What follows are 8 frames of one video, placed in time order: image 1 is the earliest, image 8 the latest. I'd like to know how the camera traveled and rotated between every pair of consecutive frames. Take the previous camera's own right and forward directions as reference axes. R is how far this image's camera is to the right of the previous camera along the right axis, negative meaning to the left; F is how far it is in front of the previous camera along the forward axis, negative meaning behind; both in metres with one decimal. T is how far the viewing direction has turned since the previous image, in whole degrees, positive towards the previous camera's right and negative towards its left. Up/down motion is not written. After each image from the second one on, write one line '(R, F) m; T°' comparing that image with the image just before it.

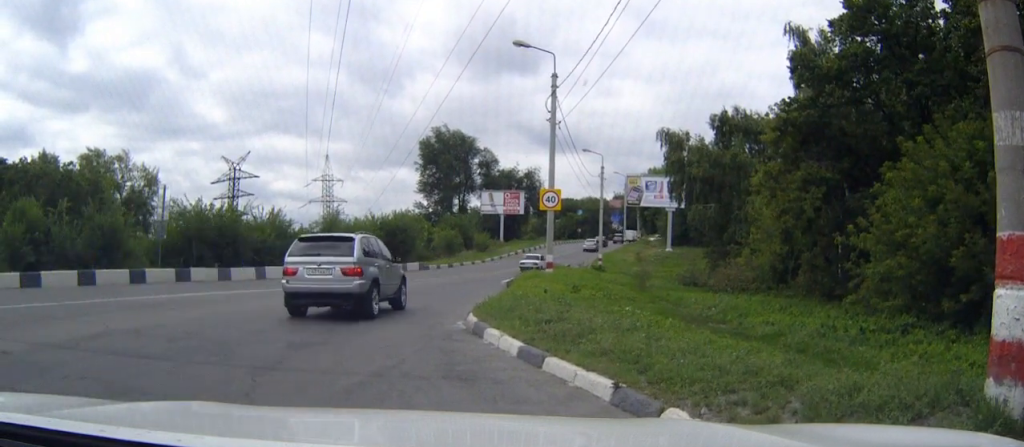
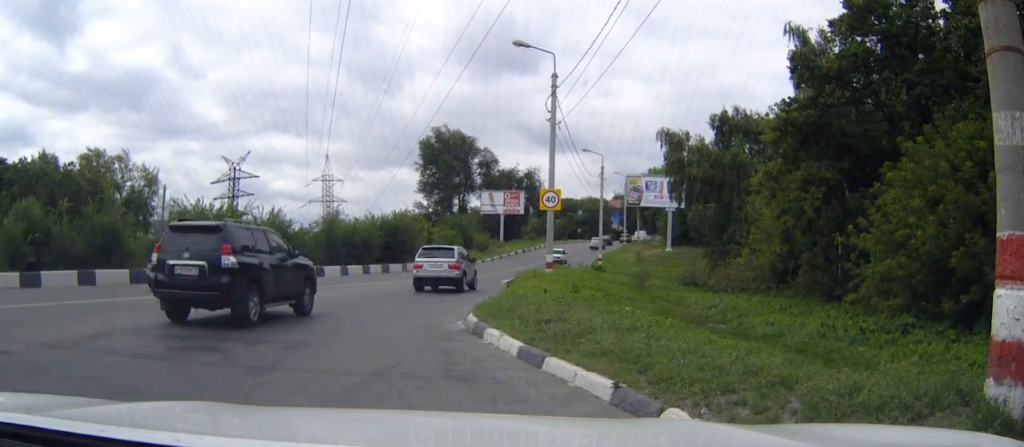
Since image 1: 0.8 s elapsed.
(0.0, 0.0) m; 0°
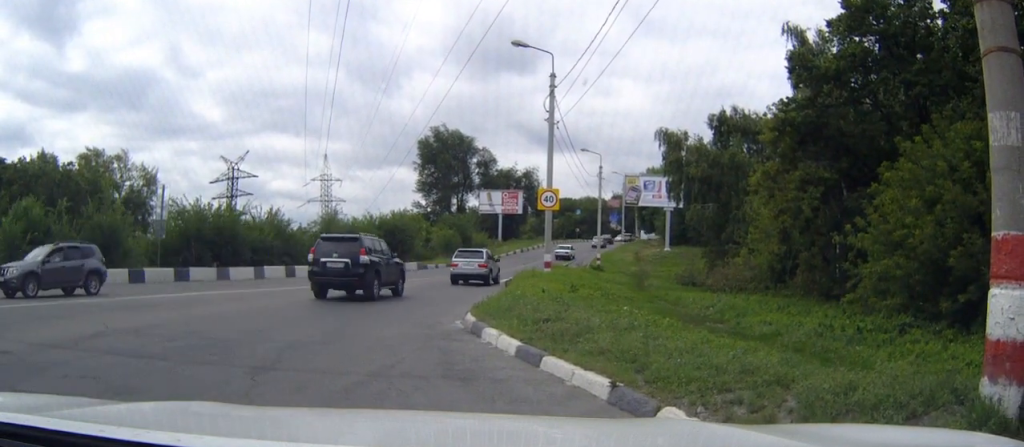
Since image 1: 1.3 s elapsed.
(0.0, 0.0) m; 0°
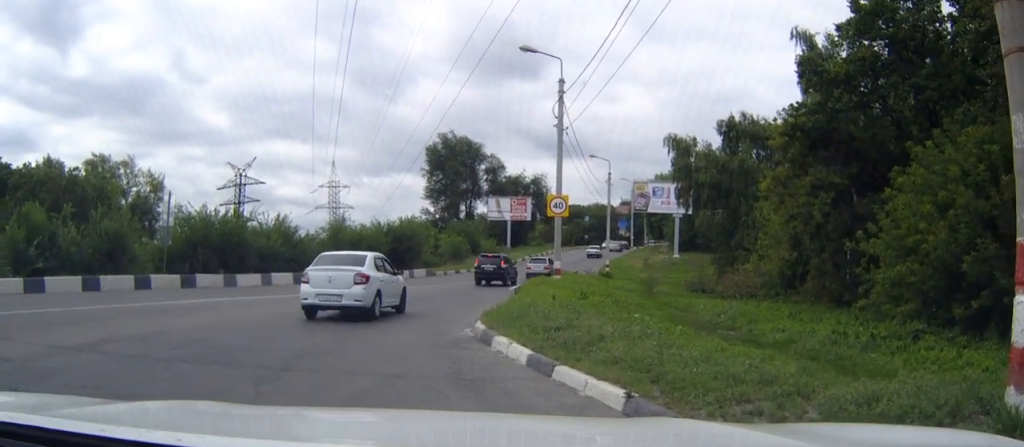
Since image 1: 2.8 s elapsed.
(0.0, 0.0) m; 0°
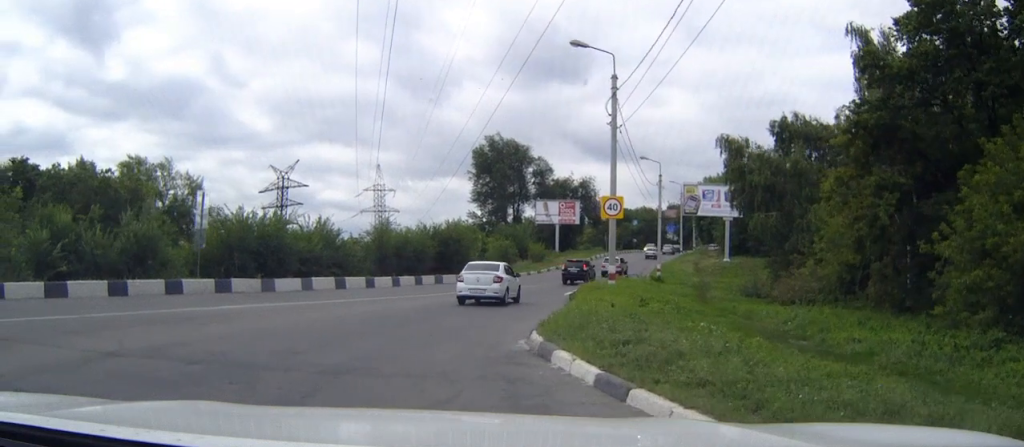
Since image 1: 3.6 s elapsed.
(-0.1, +0.5) m; -7°
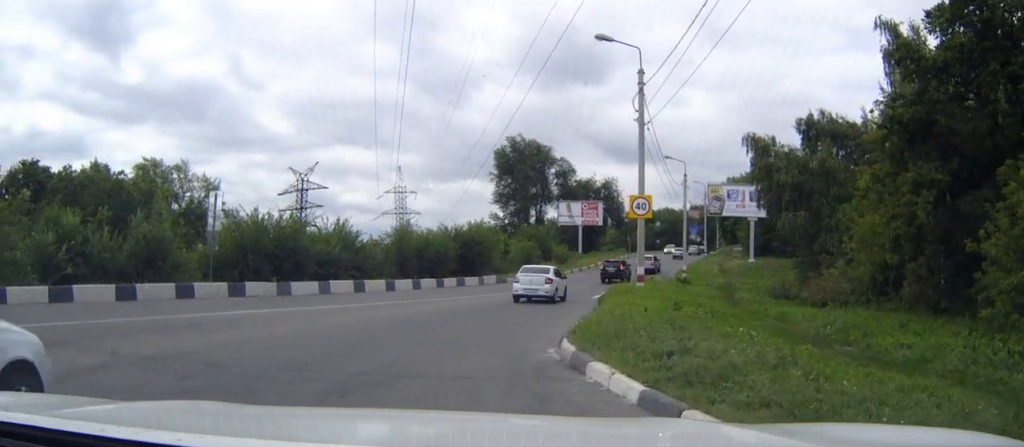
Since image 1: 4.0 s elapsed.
(-0.1, +0.5) m; -6°
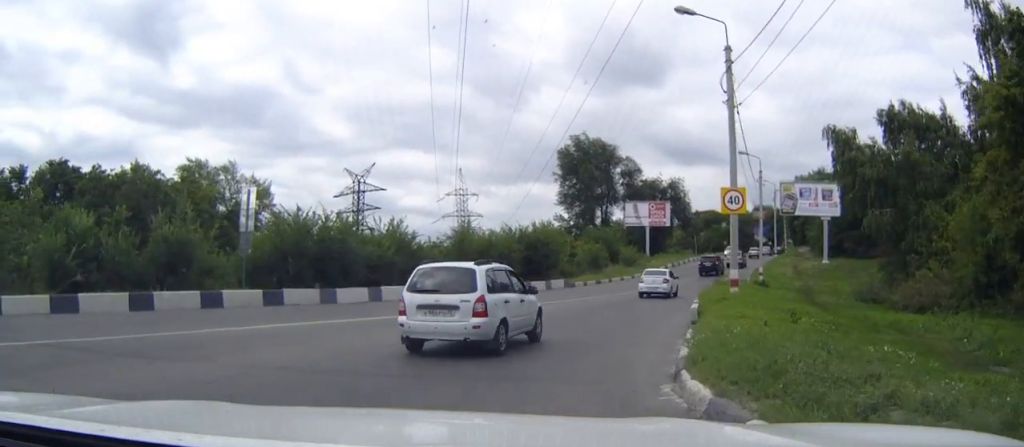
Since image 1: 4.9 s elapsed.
(-0.1, +2.8) m; -1°
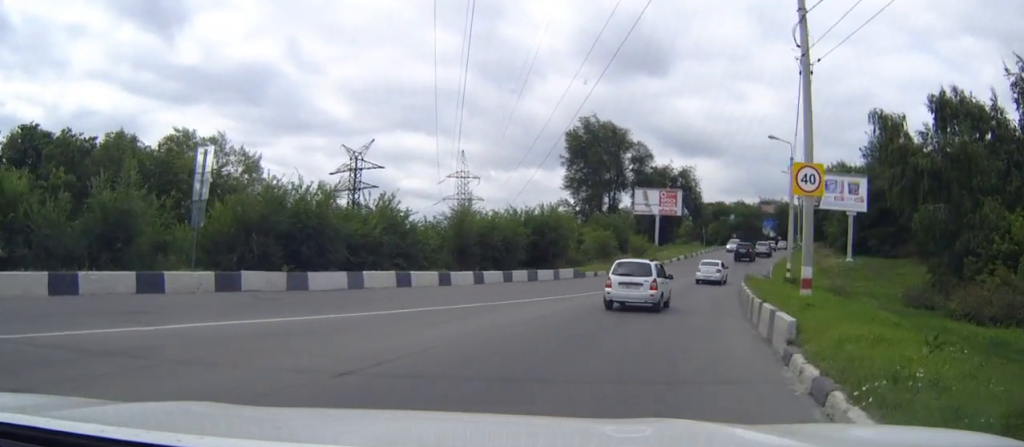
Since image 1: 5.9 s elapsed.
(0.0, +4.6) m; +2°
